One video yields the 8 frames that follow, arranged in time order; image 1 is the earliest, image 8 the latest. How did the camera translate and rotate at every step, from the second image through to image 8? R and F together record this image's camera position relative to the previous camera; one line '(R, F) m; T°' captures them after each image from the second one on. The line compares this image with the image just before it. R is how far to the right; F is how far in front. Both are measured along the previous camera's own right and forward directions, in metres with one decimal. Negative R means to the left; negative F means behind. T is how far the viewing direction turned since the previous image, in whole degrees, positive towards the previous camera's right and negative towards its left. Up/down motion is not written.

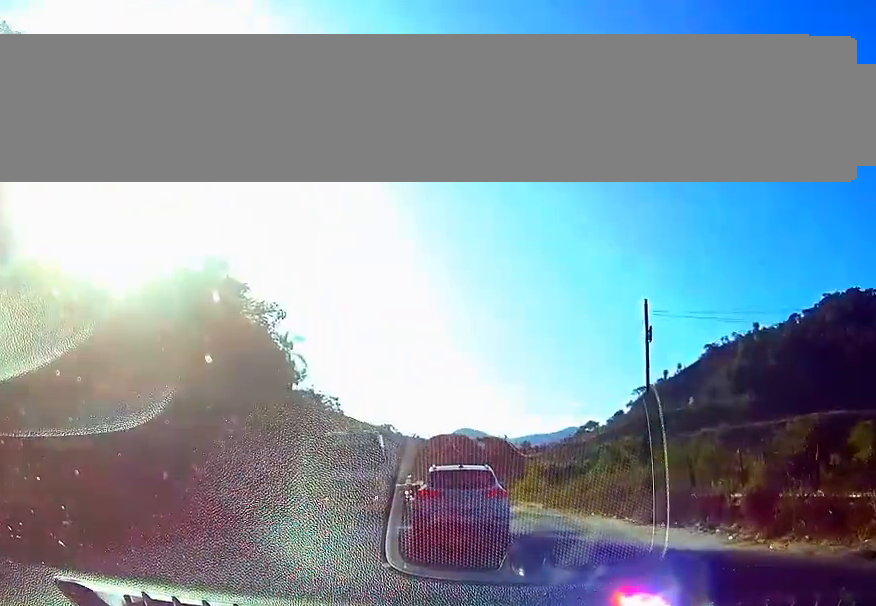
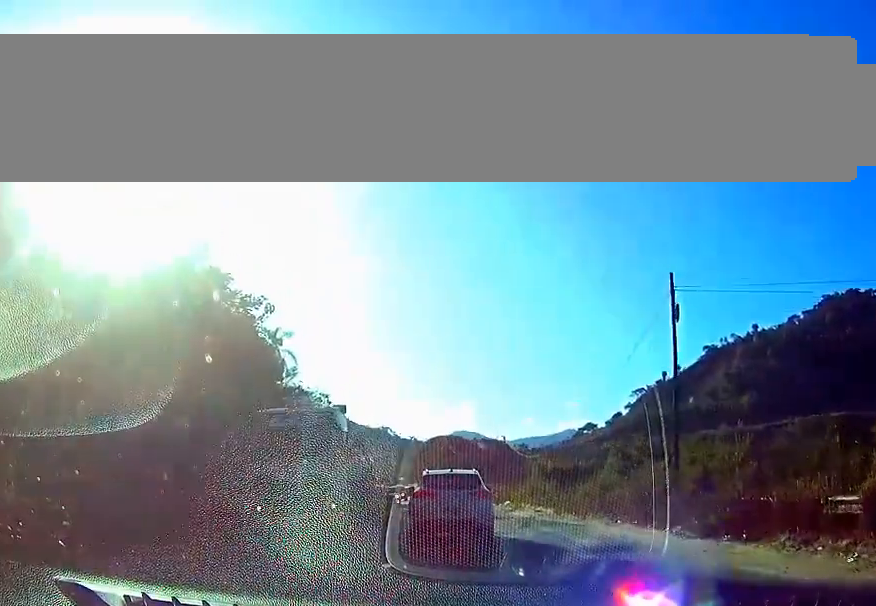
(0.0, +5.1) m; 0°
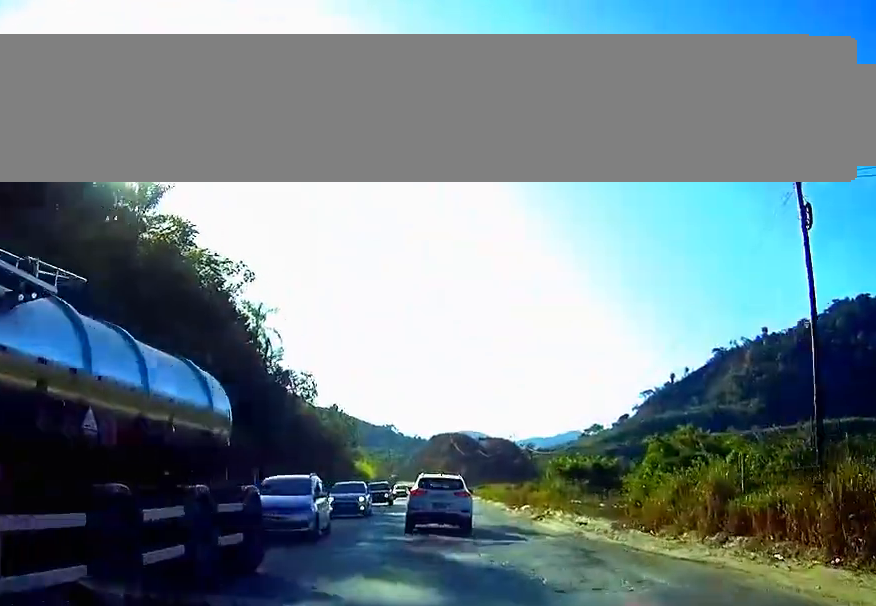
(-0.2, +12.6) m; -1°
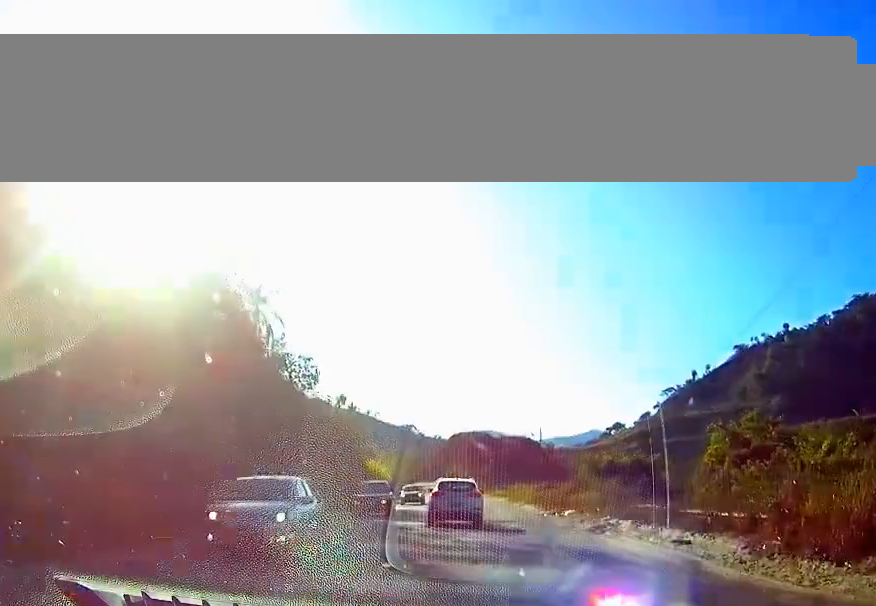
(+0.1, +9.6) m; 0°
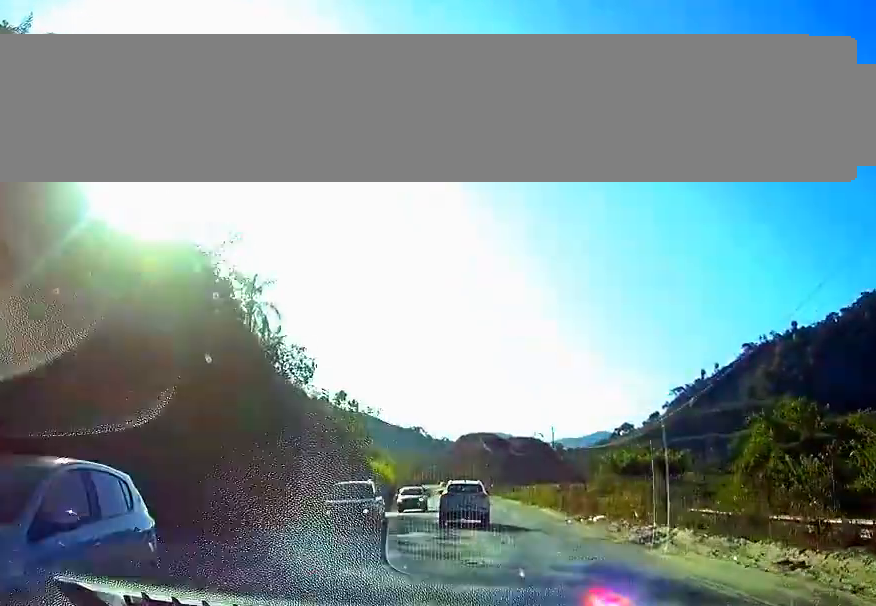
(0.0, +5.4) m; 0°
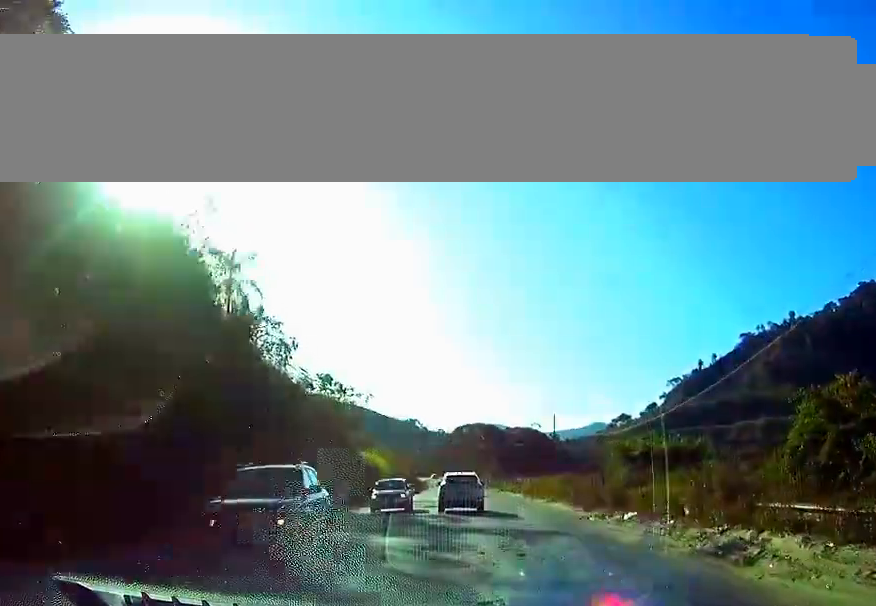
(-0.1, +6.2) m; 0°
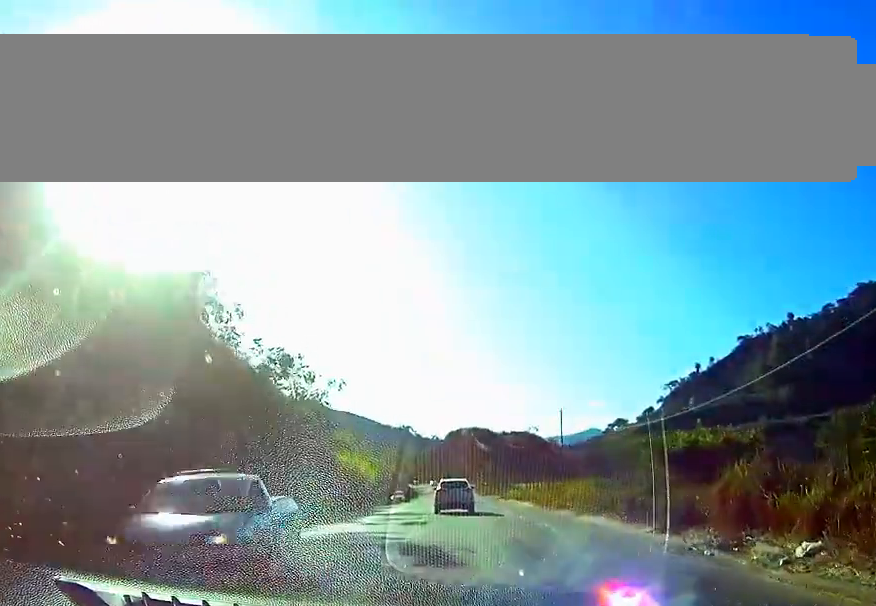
(+0.1, +13.4) m; -1°
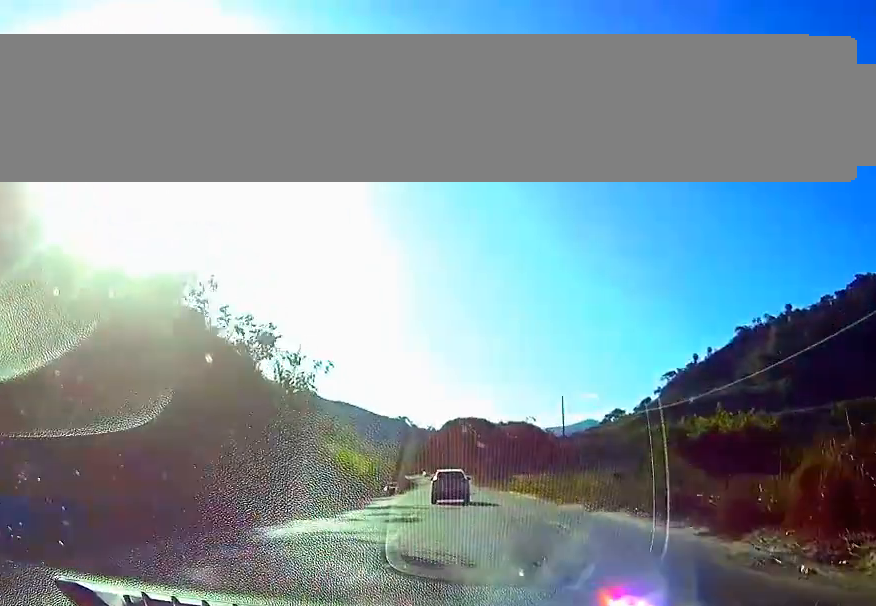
(0.0, +4.4) m; -1°
